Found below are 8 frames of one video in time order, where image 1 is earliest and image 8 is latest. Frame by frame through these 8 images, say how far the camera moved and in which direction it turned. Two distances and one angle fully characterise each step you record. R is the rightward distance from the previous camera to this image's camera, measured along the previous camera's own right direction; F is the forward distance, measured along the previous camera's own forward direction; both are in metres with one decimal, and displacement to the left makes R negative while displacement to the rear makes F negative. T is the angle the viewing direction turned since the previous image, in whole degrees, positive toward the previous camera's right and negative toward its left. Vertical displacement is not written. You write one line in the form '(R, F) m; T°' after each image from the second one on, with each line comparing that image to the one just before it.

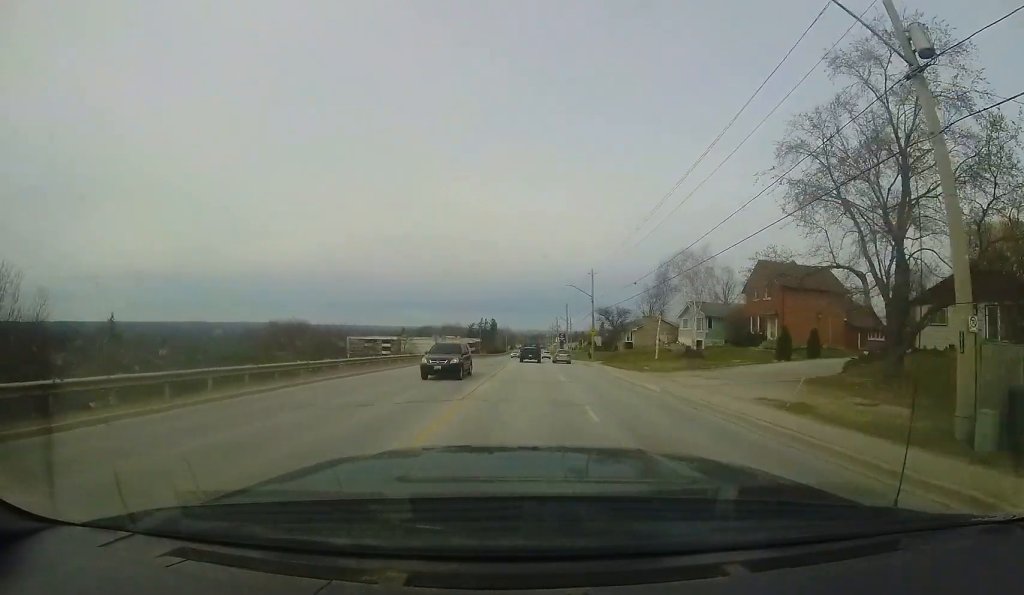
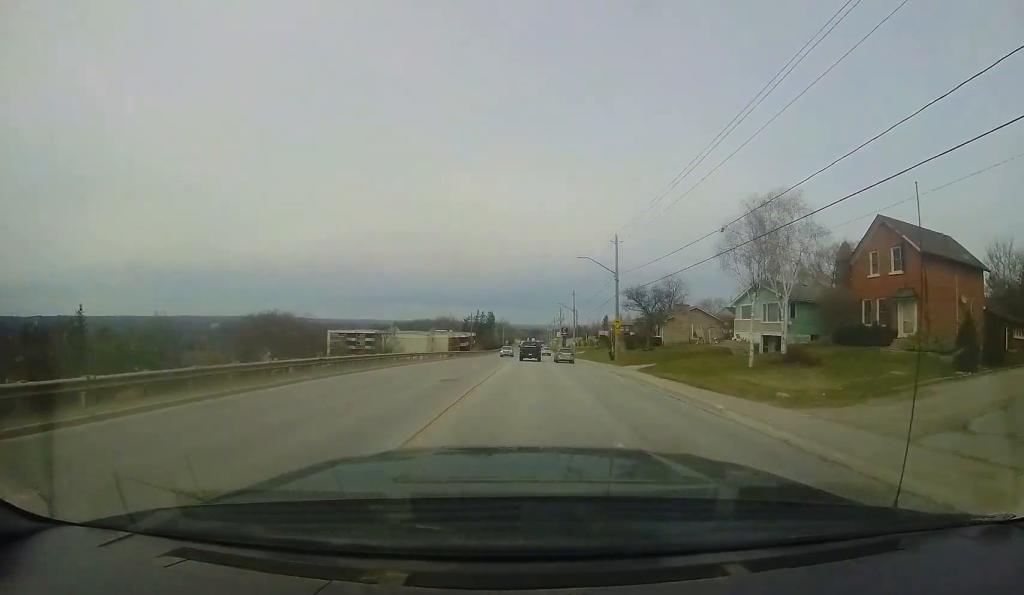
(-0.3, +15.0) m; -1°
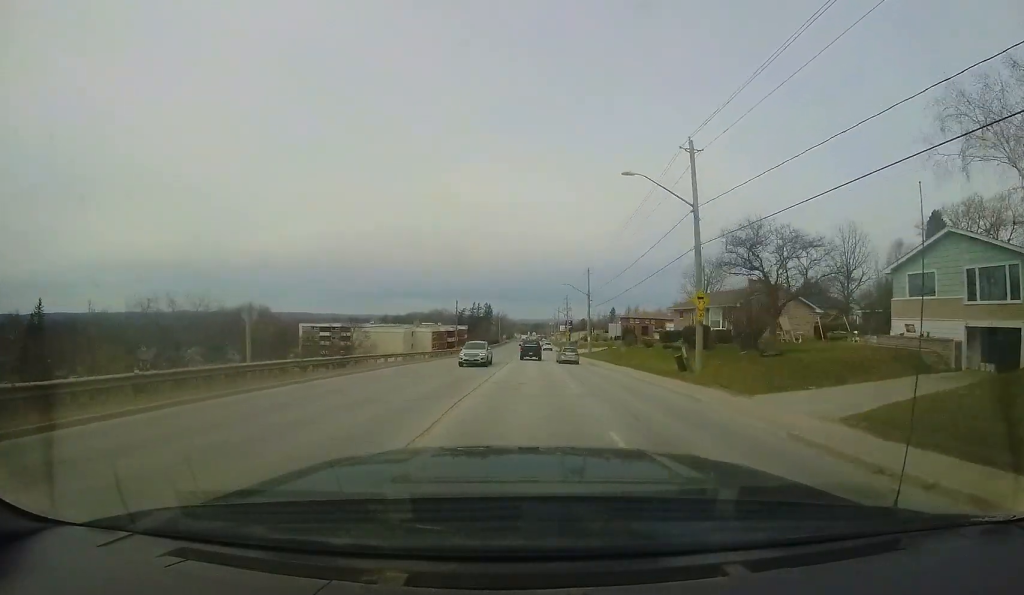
(-0.1, +18.3) m; +1°
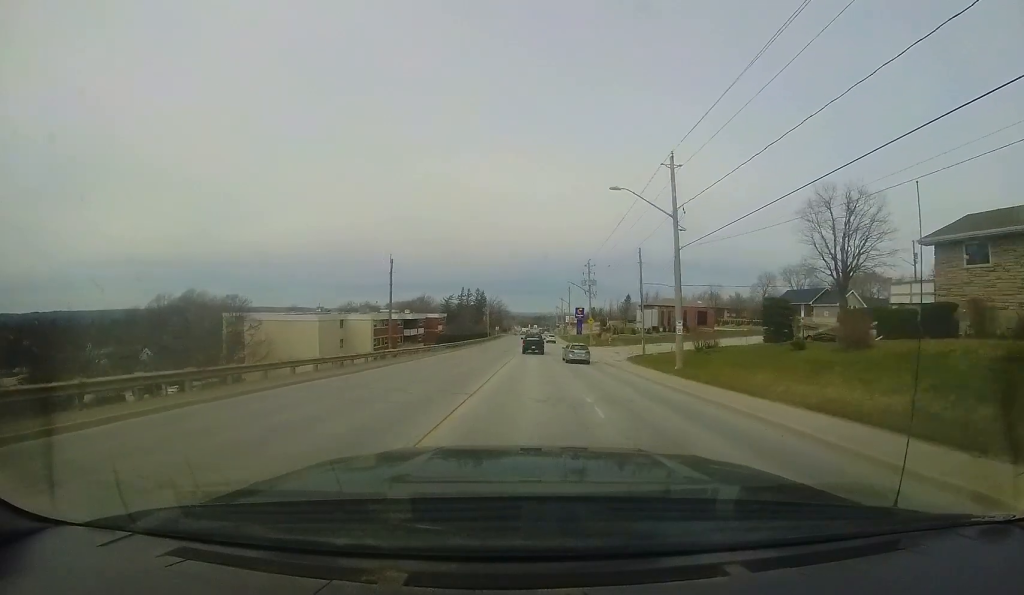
(-0.1, +32.8) m; -1°
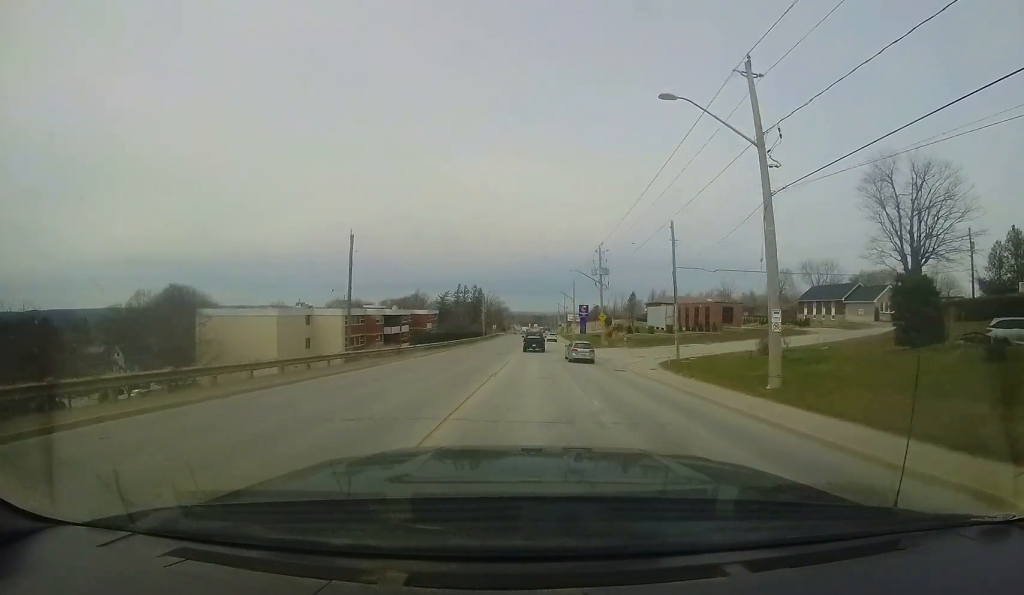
(+0.1, +8.5) m; 0°
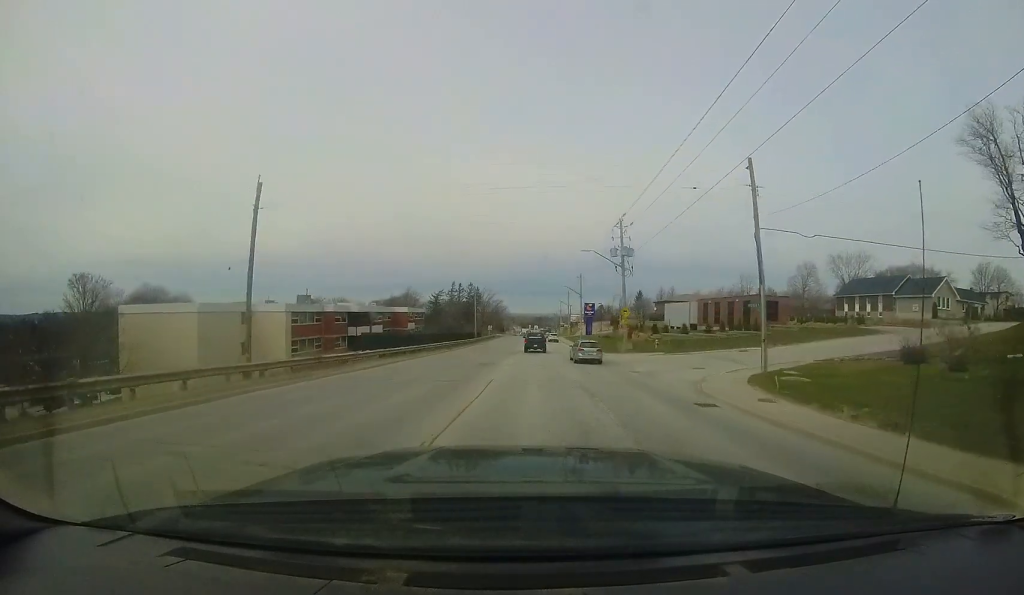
(+0.2, +10.8) m; 0°
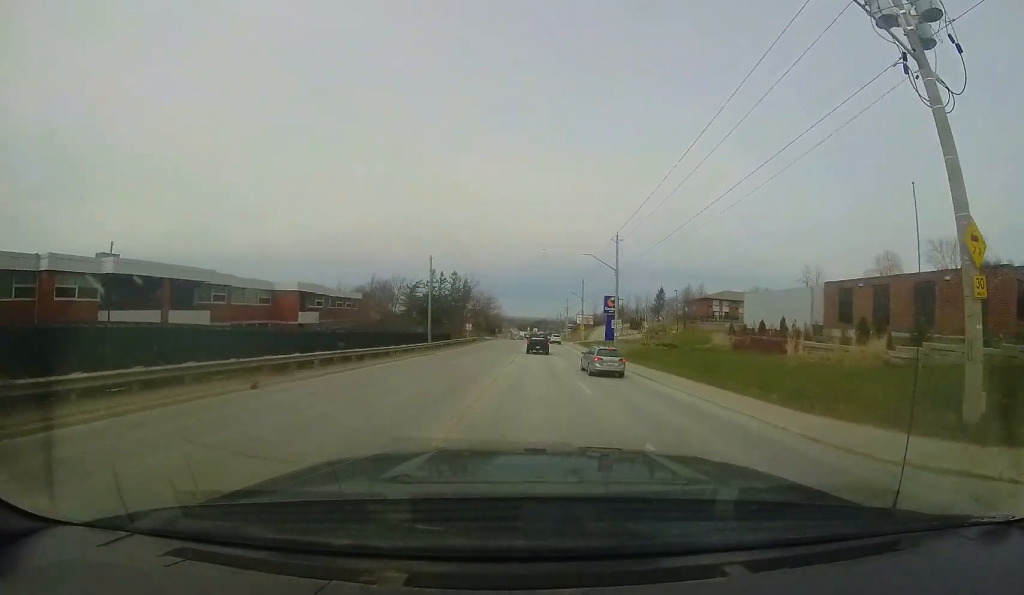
(-0.3, +29.1) m; 0°
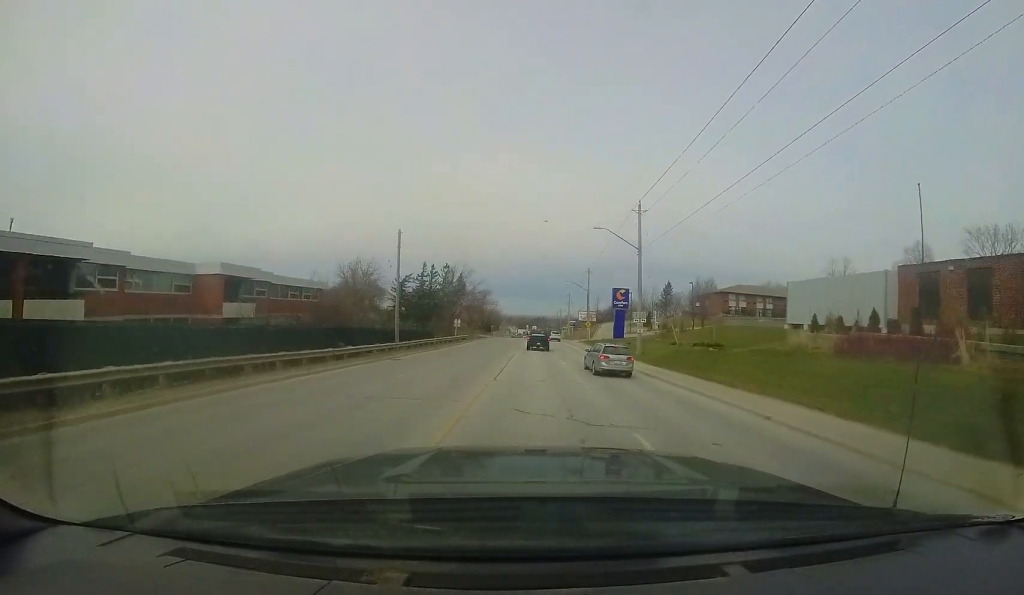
(0.0, +9.0) m; 0°
